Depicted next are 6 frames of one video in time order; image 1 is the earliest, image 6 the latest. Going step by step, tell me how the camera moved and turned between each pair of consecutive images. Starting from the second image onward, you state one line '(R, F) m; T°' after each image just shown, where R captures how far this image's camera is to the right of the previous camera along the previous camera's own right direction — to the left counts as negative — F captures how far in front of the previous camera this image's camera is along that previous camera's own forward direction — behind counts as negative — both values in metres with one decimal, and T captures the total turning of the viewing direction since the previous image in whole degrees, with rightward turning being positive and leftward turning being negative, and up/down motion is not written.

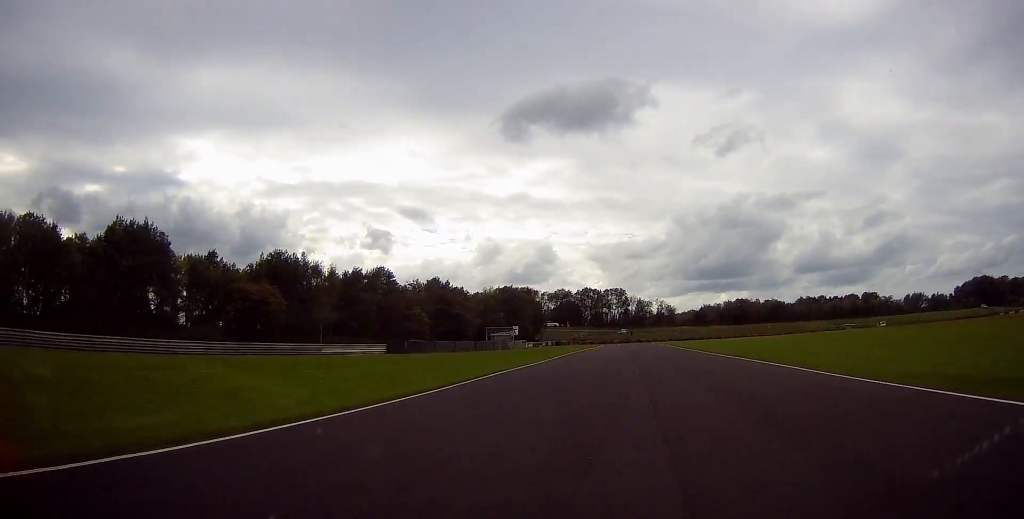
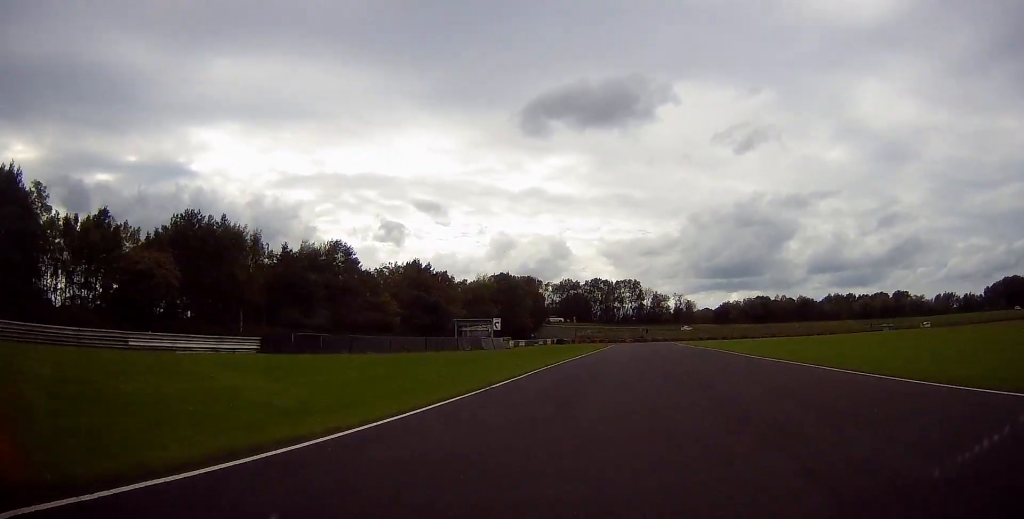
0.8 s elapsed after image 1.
(-0.6, +24.2) m; -2°
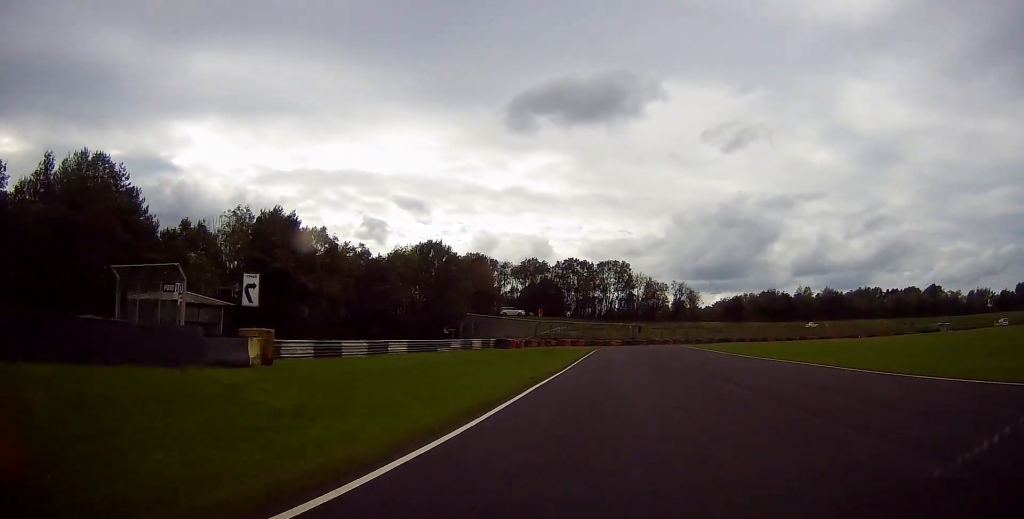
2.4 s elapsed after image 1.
(-0.2, +46.9) m; +1°
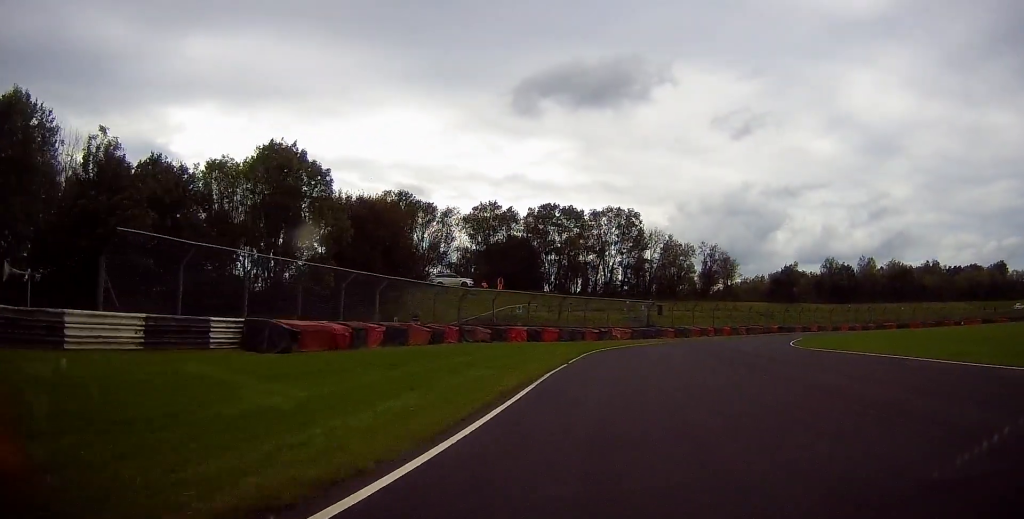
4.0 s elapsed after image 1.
(+0.8, +47.1) m; +2°
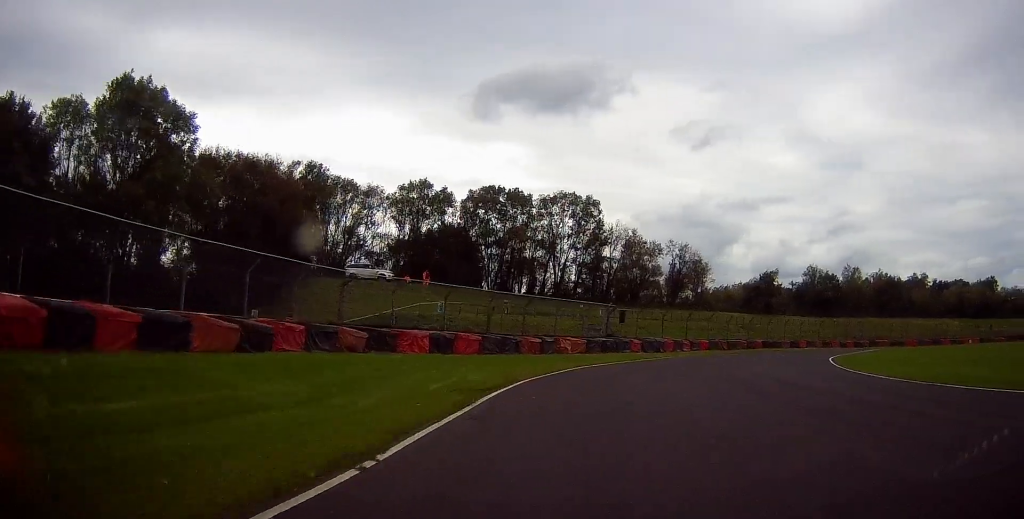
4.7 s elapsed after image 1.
(0.0, +15.7) m; +4°
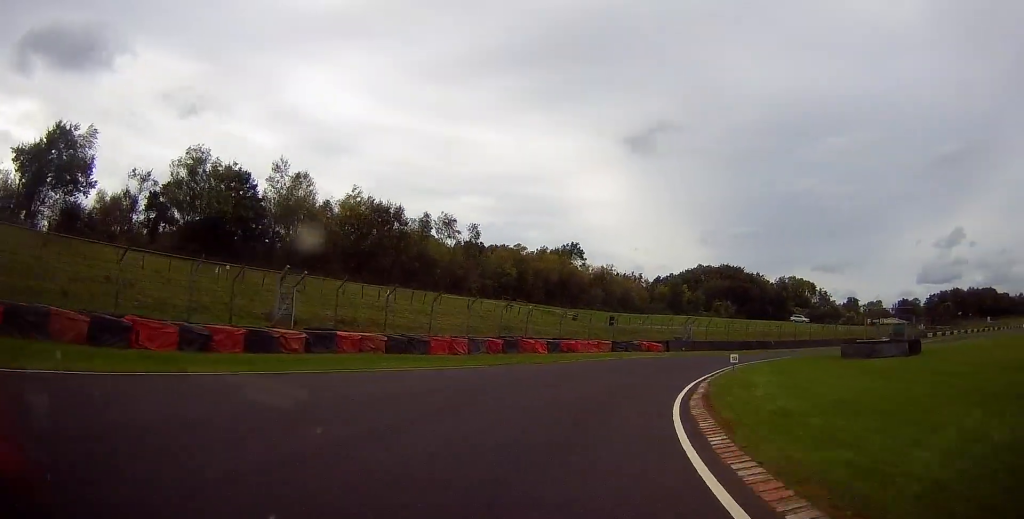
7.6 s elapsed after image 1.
(+23.1, +59.8) m; +44°
